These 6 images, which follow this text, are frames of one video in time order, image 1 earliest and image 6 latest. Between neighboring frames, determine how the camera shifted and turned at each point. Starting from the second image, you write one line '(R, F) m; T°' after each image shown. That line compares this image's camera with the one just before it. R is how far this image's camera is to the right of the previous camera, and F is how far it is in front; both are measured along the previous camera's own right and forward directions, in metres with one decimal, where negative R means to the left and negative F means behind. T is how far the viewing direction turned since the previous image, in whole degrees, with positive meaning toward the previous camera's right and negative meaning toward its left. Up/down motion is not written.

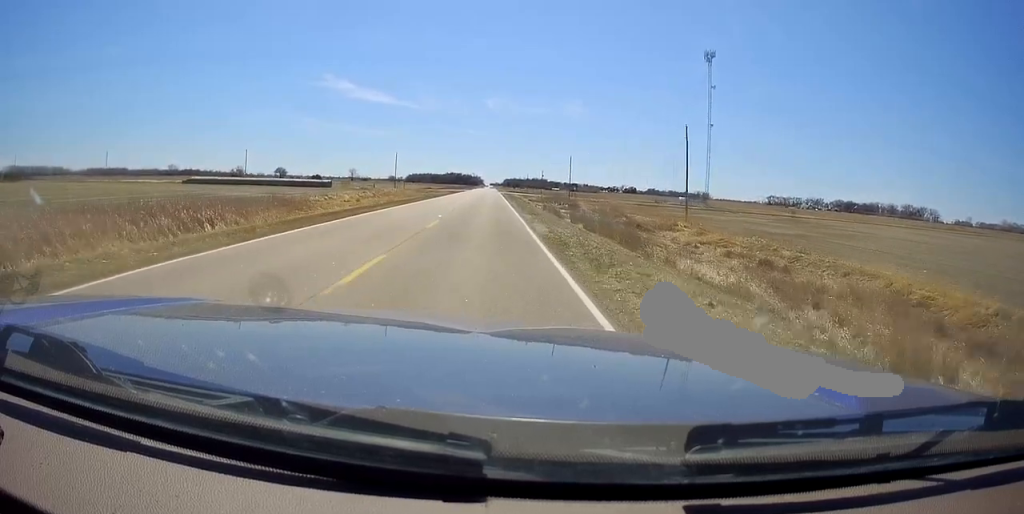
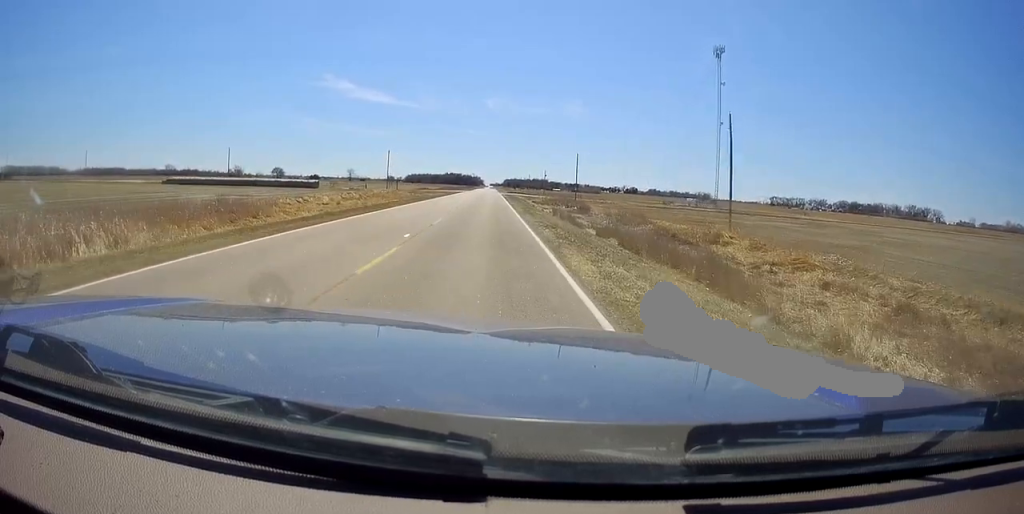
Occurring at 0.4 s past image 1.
(0.0, +10.4) m; 0°
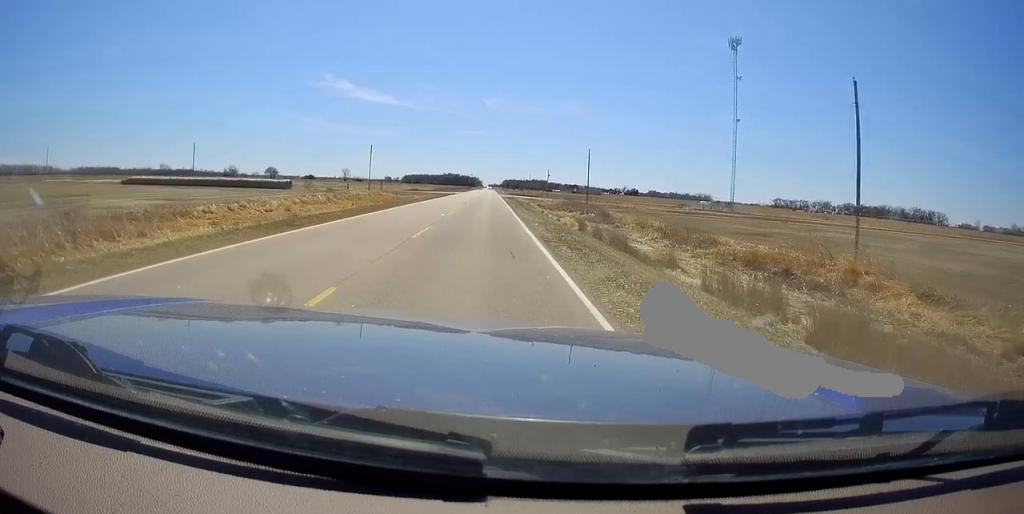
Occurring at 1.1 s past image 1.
(0.0, +17.1) m; 0°
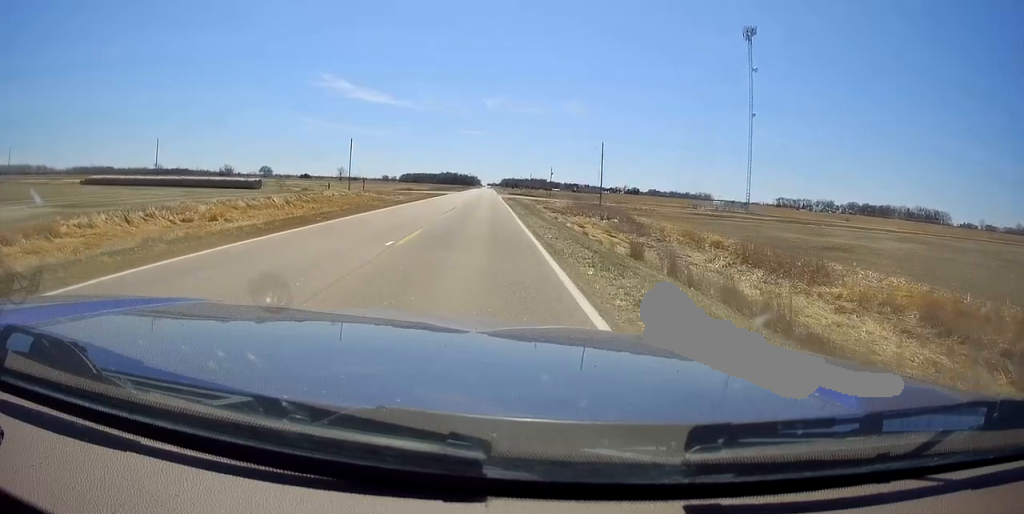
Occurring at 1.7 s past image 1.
(0.0, +14.6) m; 0°
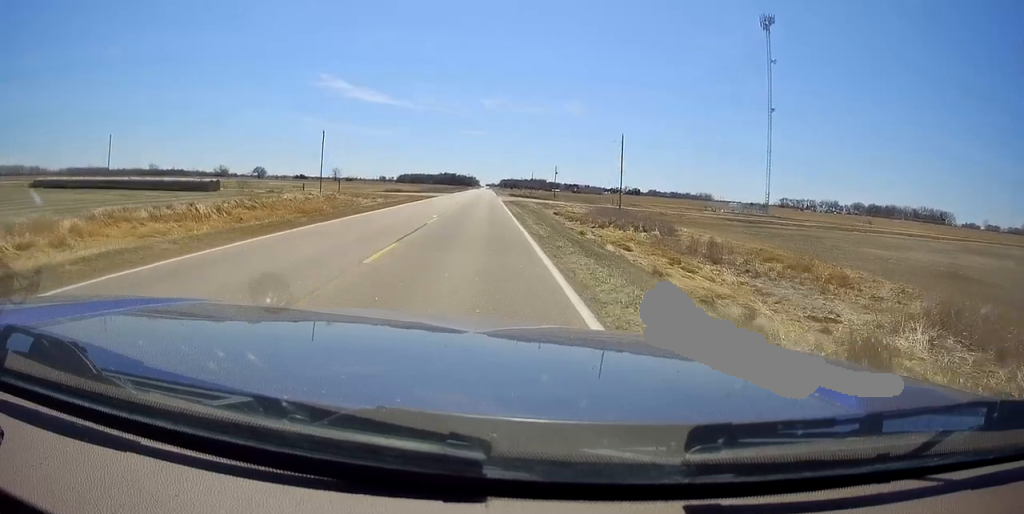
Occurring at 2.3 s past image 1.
(0.0, +15.4) m; 0°
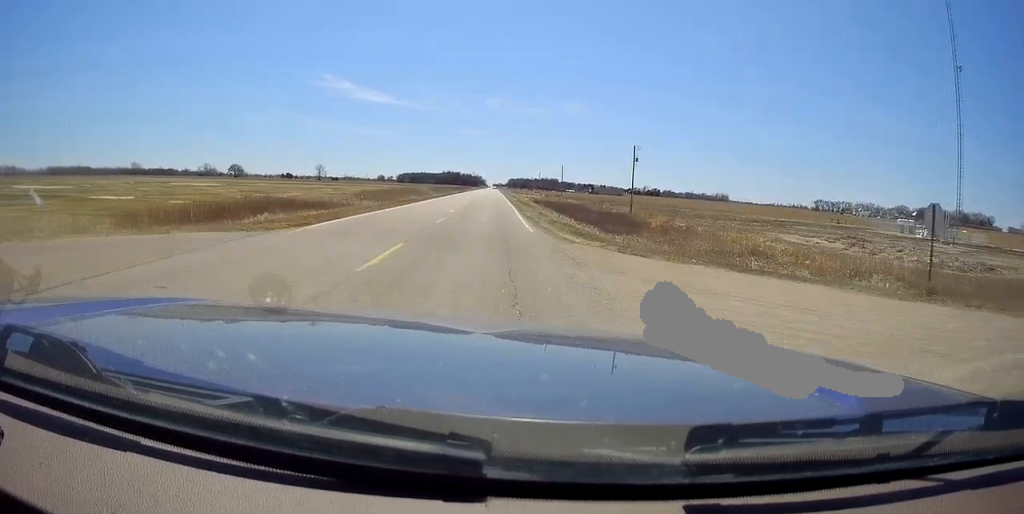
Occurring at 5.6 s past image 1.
(-1.4, +82.4) m; -2°
